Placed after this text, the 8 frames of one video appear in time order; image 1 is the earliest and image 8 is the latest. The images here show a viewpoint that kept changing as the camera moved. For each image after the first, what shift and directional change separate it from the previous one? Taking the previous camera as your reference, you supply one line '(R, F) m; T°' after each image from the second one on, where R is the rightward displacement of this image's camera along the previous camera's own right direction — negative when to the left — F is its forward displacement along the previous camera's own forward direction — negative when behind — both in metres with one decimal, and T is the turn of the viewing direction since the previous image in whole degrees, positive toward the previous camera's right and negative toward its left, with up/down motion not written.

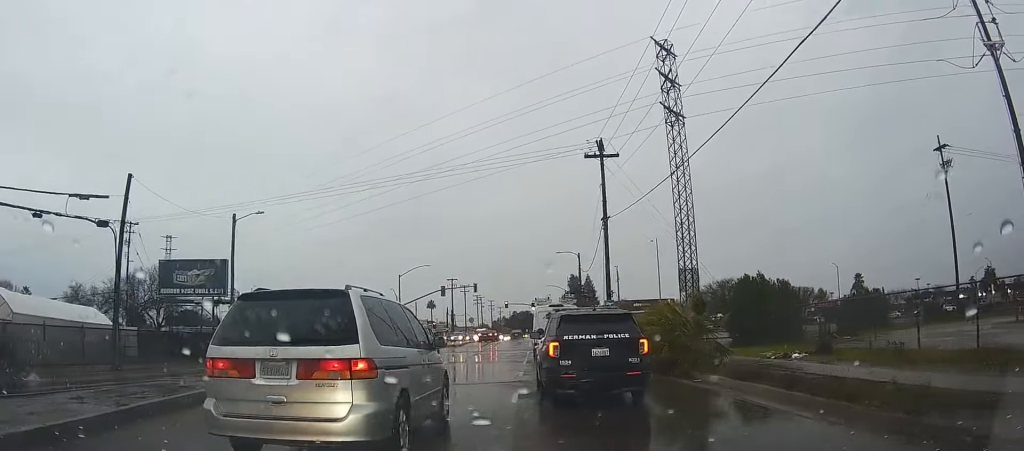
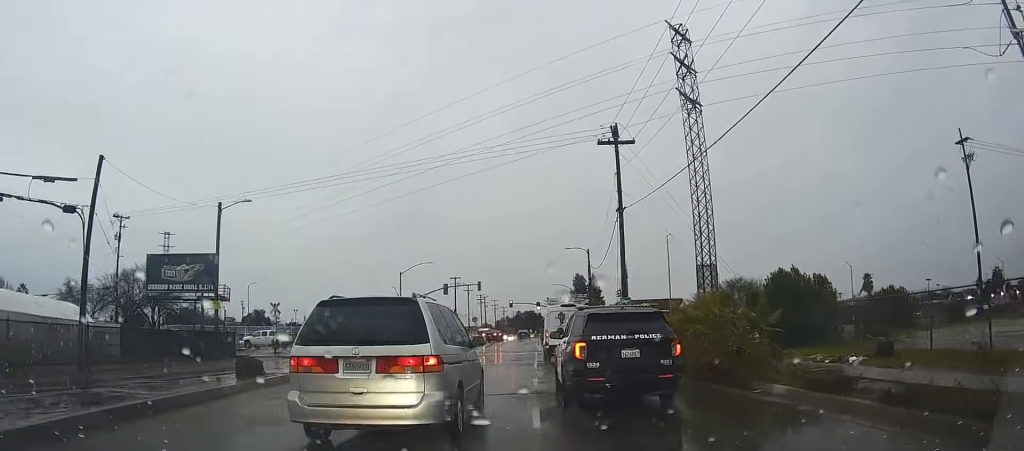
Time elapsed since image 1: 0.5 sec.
(0.0, +2.9) m; 0°
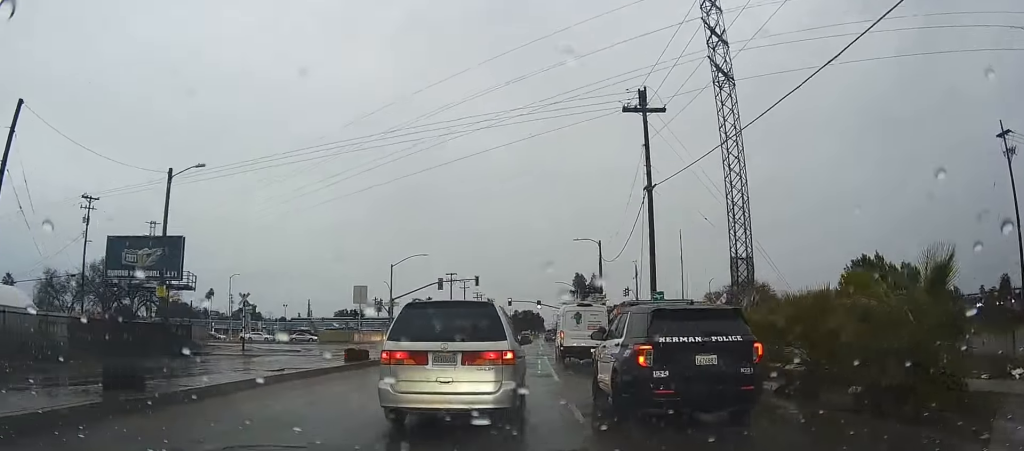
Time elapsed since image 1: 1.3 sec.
(0.0, +5.7) m; 0°
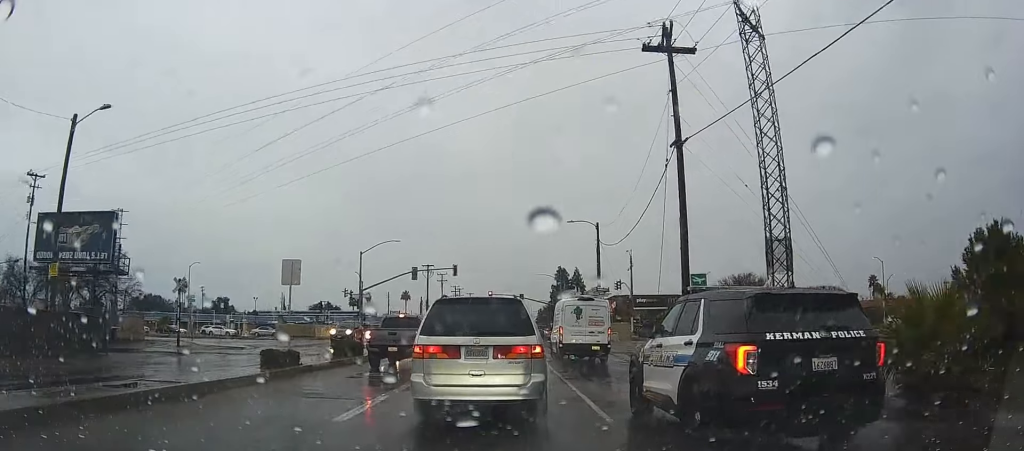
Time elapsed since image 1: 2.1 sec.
(0.0, +6.9) m; 0°
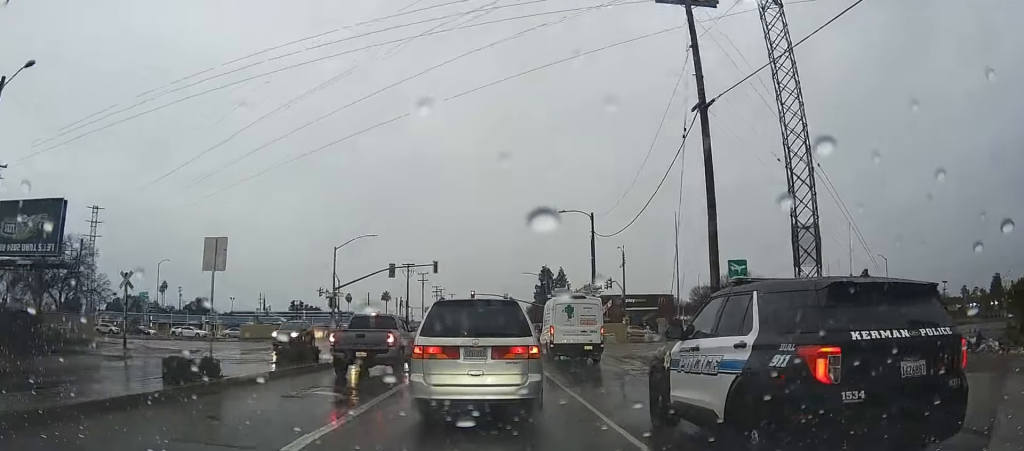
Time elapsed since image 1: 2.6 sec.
(0.0, +4.6) m; 0°
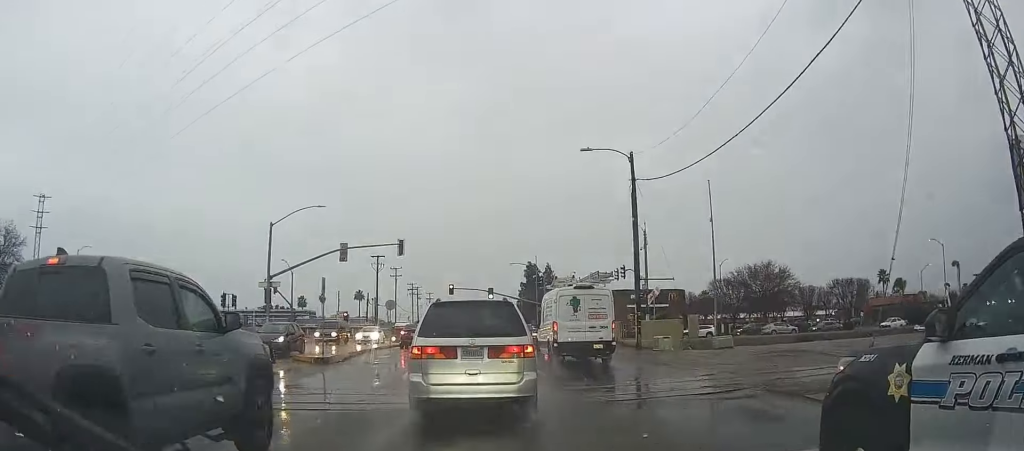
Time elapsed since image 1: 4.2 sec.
(0.0, +15.5) m; 0°
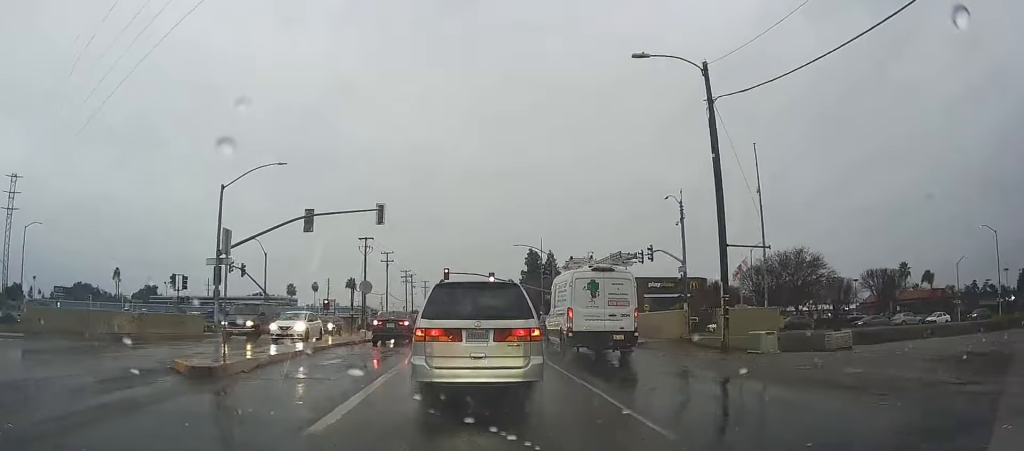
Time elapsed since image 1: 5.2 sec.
(0.0, +10.2) m; 0°
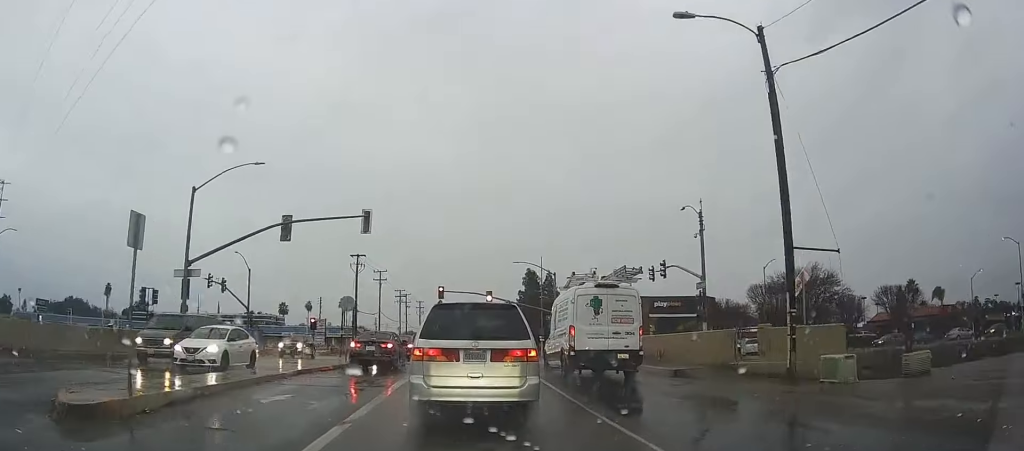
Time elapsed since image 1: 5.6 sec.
(0.0, +4.6) m; 0°
